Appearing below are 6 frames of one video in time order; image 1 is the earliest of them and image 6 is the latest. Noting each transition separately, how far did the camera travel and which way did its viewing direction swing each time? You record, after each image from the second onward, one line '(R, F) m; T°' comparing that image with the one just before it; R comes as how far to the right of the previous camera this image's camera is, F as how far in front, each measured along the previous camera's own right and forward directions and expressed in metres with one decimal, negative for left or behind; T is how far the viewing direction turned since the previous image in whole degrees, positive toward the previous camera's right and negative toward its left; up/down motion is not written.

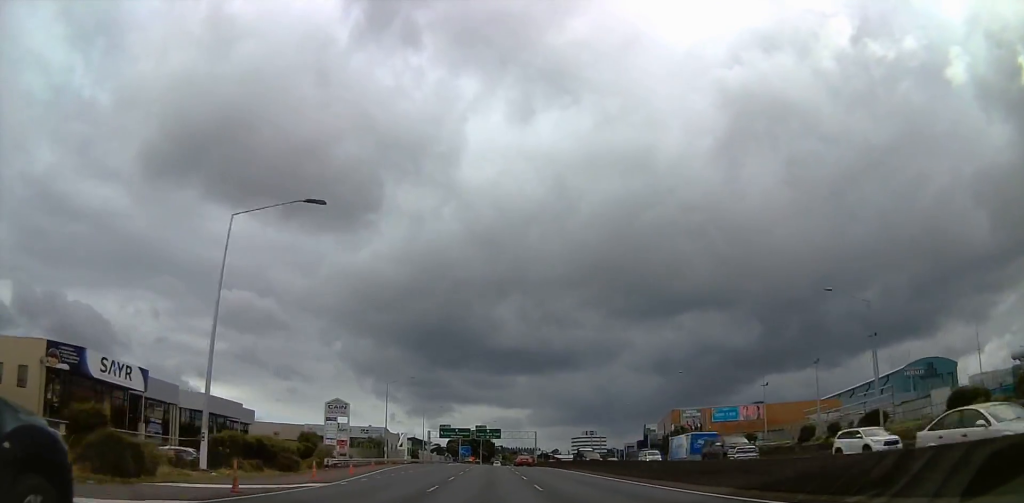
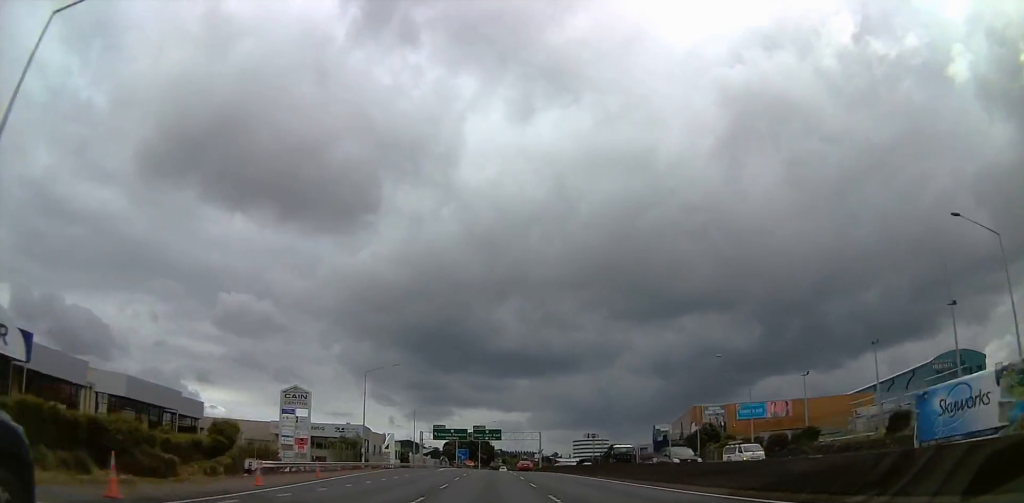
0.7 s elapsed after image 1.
(+0.1, +15.1) m; 0°
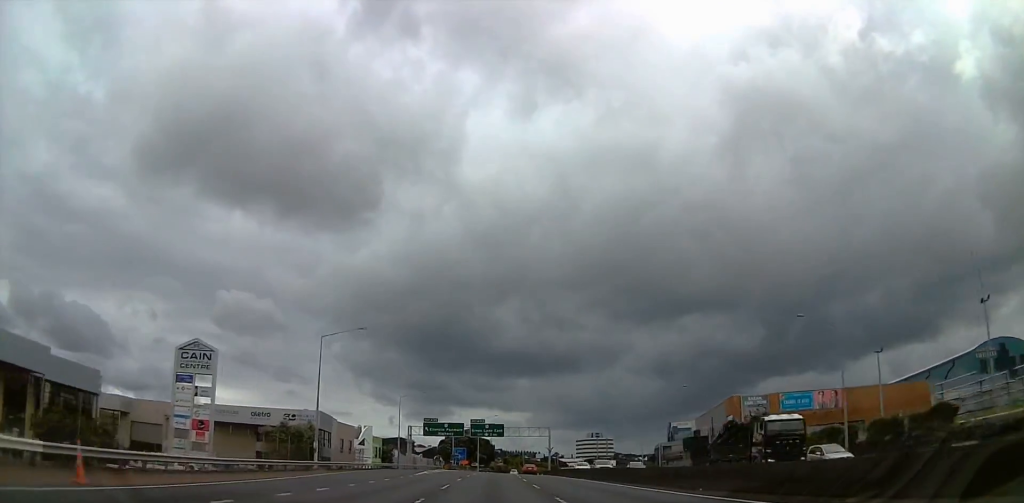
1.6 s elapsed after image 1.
(+0.1, +21.1) m; 0°
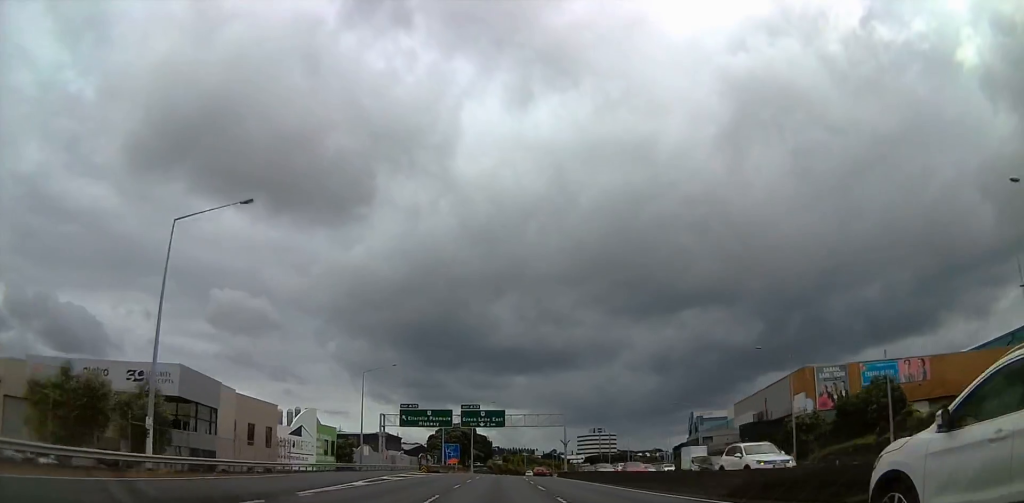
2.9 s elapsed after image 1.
(0.0, +26.9) m; 0°
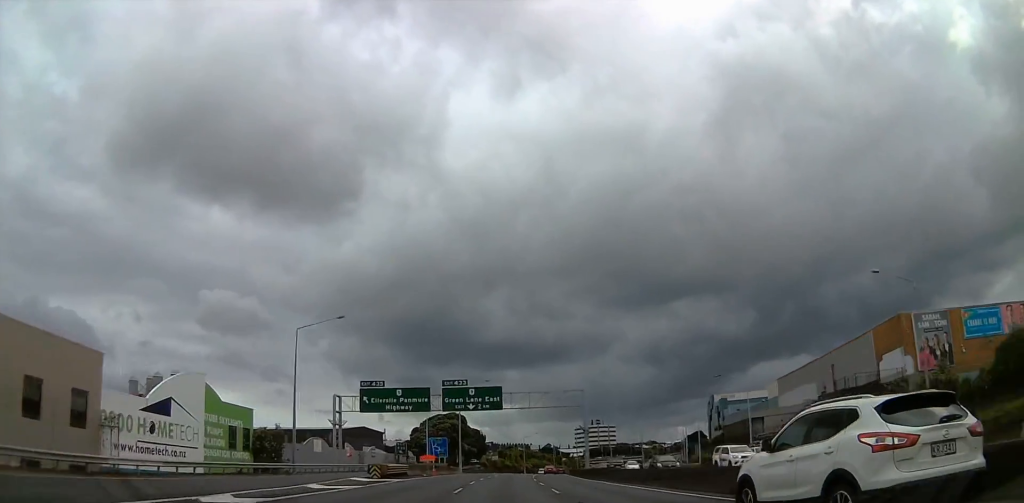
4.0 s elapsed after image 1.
(+0.1, +23.9) m; +1°
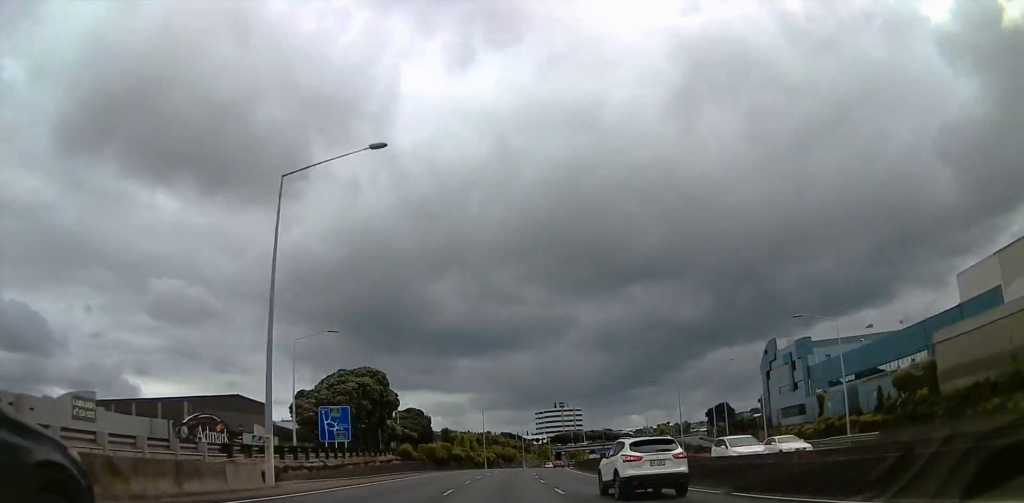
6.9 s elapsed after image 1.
(+0.1, +61.0) m; +2°
